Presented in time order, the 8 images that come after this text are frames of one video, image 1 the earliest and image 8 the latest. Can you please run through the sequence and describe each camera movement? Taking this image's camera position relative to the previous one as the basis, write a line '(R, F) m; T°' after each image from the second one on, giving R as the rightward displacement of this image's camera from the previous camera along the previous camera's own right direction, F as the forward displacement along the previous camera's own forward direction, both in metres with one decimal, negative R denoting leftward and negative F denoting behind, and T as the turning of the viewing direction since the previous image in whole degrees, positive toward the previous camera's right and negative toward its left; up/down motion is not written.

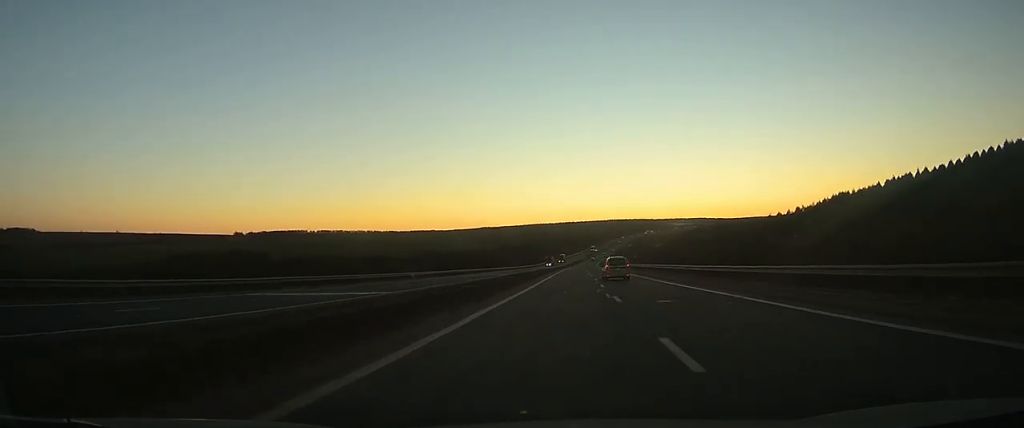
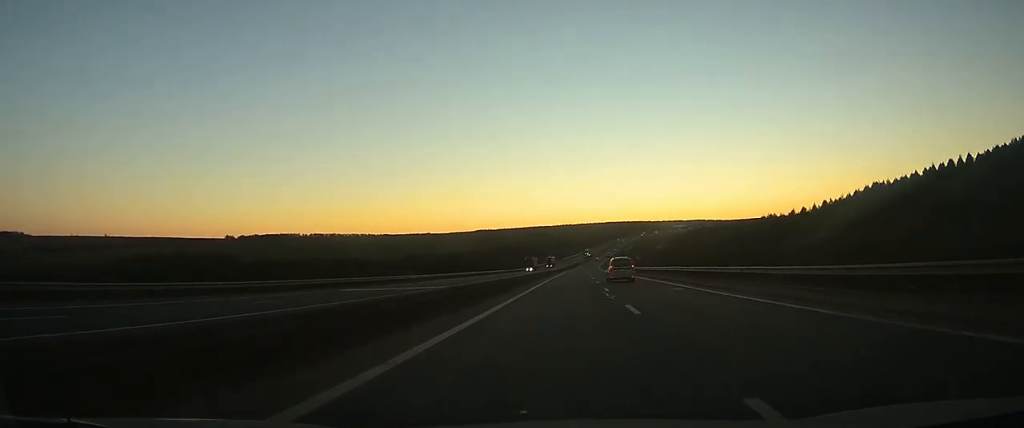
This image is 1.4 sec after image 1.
(0.0, +38.5) m; 0°
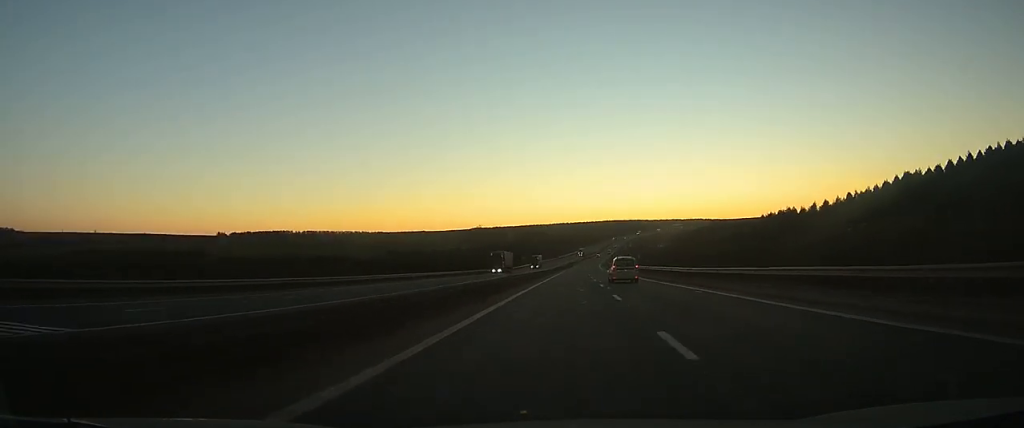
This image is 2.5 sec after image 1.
(0.0, +28.9) m; 0°
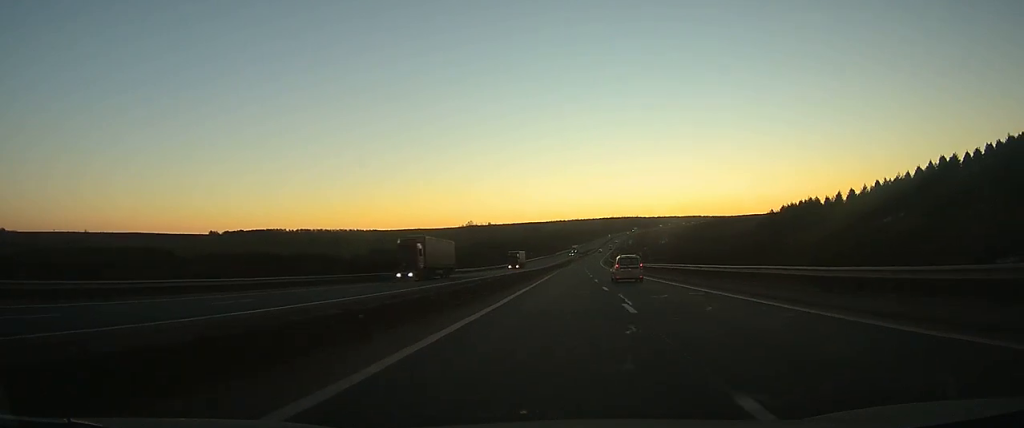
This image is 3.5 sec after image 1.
(0.0, +27.2) m; 0°
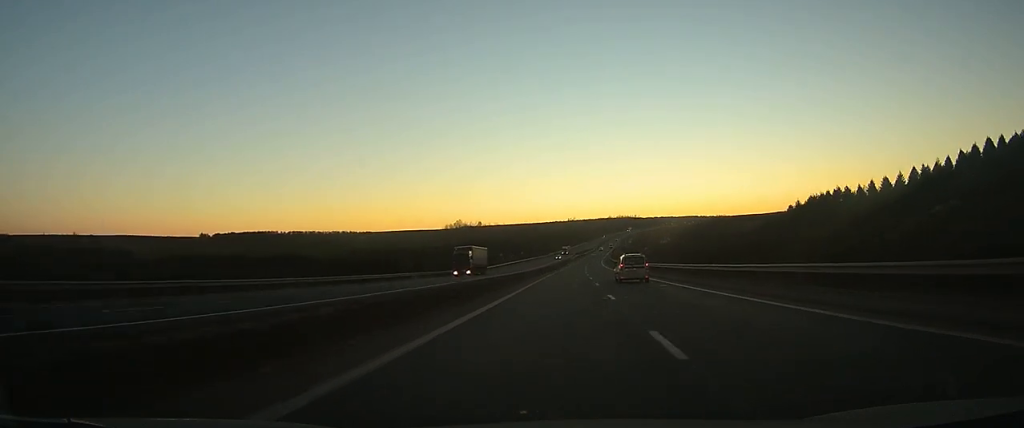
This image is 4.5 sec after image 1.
(+0.1, +29.2) m; 0°
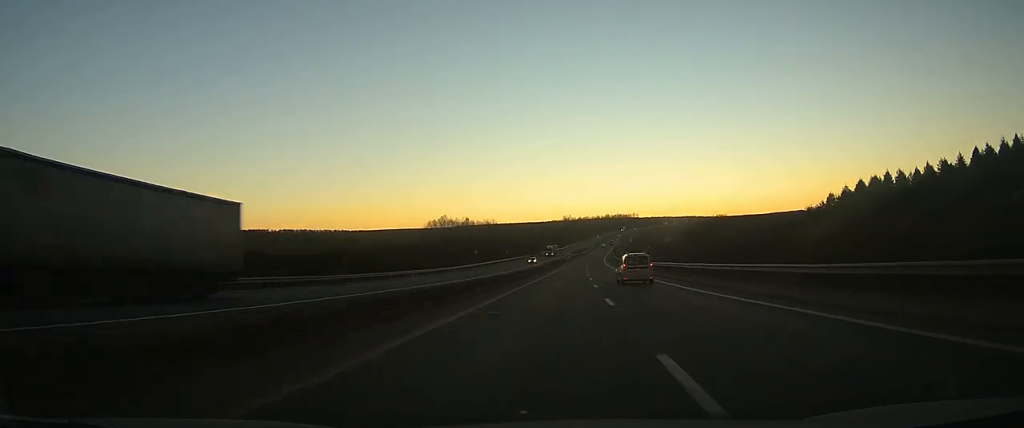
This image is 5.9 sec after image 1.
(+0.1, +38.3) m; 0°
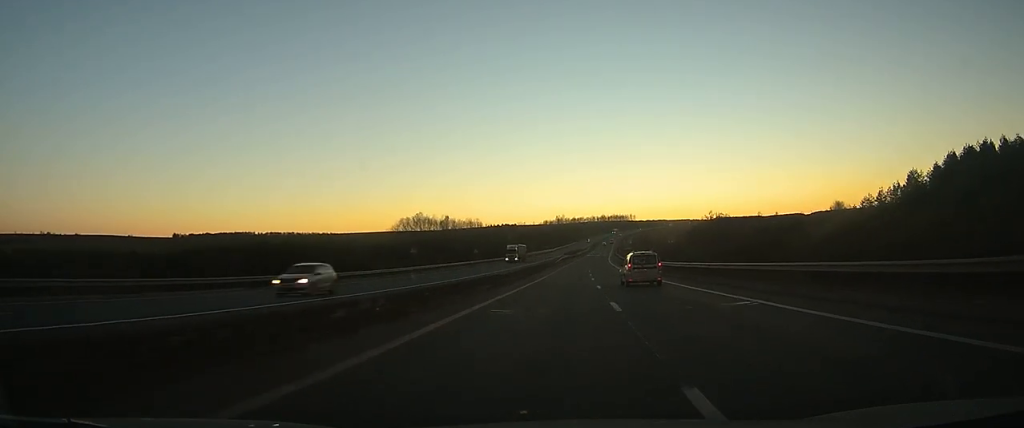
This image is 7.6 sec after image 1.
(+0.2, +51.9) m; +1°
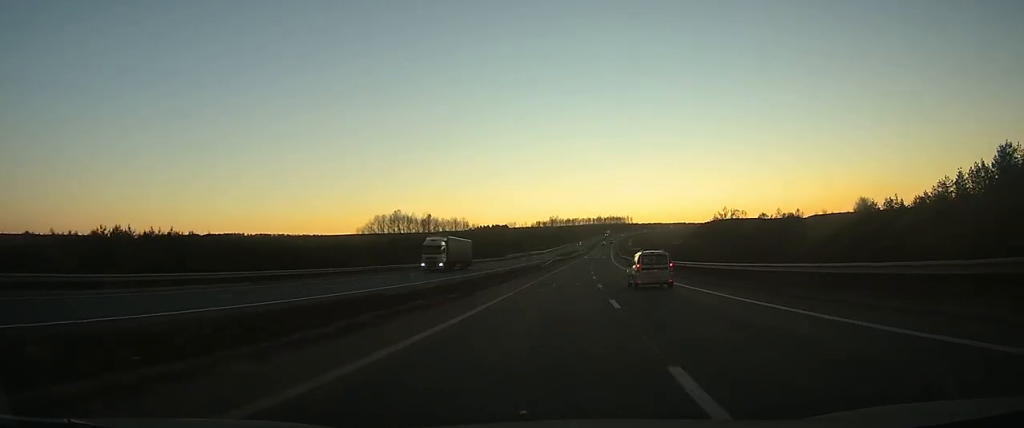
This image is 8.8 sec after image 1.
(+0.2, +36.0) m; +1°
